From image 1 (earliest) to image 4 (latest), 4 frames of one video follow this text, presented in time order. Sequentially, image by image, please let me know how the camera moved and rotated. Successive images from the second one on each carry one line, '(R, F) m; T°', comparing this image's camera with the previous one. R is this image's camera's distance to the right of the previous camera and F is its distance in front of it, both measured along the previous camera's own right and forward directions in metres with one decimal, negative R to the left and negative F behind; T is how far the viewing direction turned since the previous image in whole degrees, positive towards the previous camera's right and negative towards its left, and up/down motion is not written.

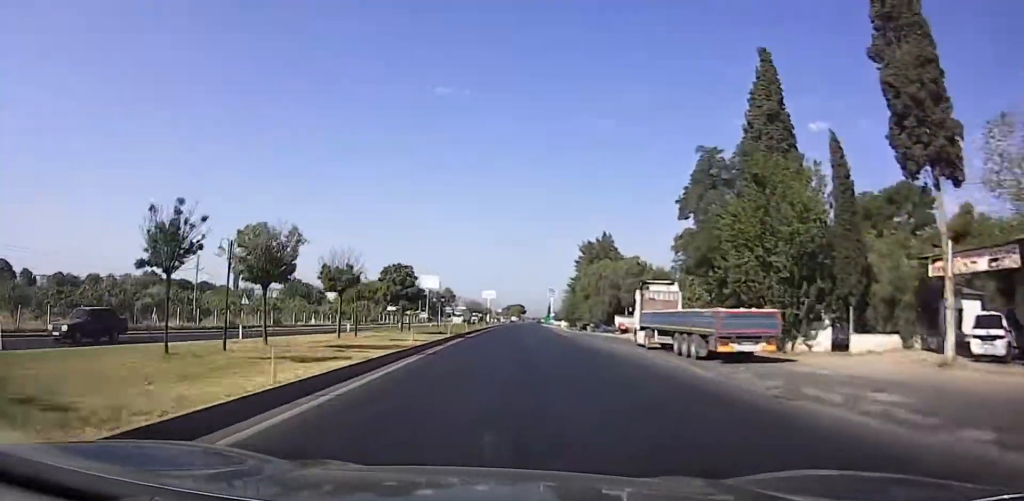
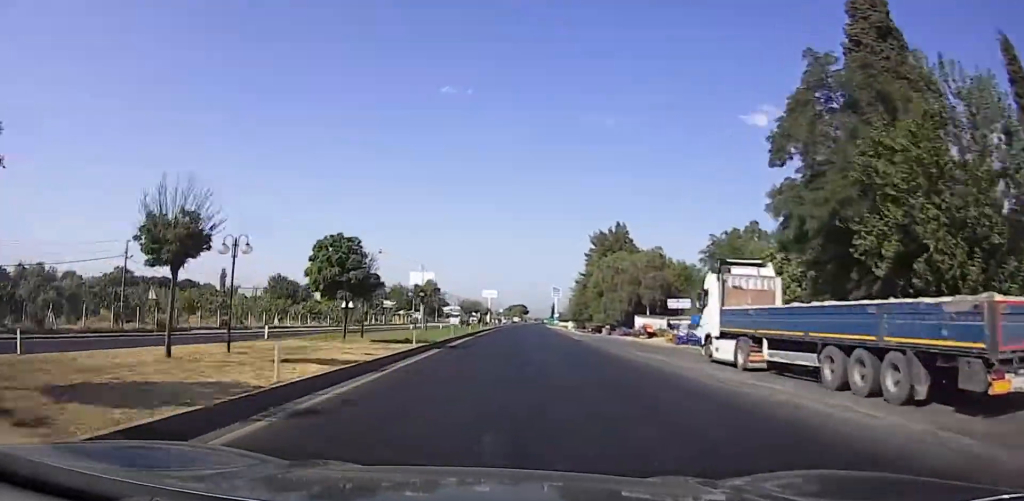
(-0.2, +14.0) m; +1°
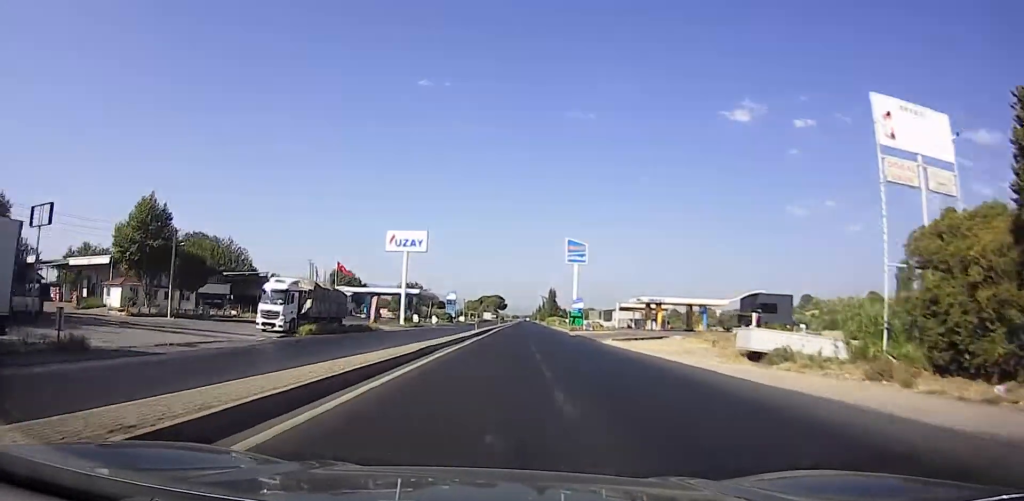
(+14.0, +144.4) m; +6°
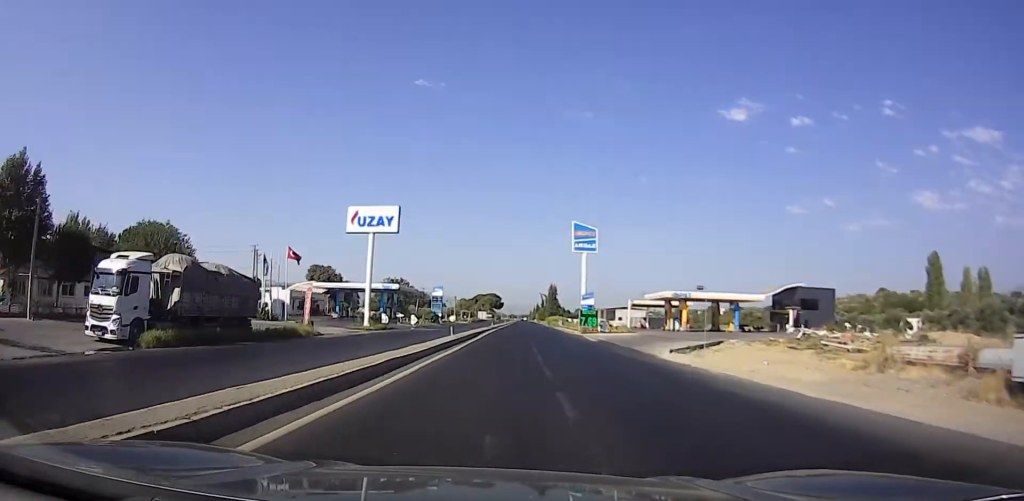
(0.0, +17.7) m; +1°
